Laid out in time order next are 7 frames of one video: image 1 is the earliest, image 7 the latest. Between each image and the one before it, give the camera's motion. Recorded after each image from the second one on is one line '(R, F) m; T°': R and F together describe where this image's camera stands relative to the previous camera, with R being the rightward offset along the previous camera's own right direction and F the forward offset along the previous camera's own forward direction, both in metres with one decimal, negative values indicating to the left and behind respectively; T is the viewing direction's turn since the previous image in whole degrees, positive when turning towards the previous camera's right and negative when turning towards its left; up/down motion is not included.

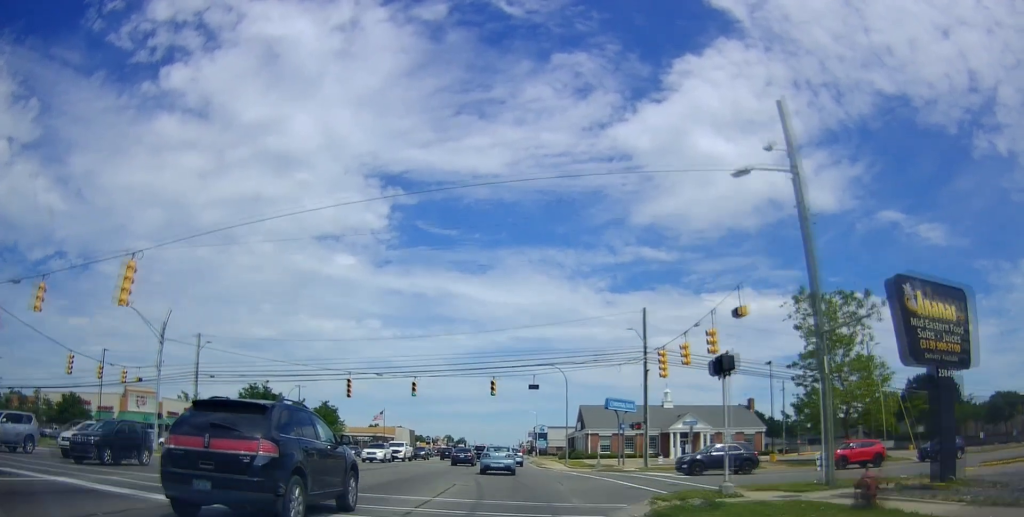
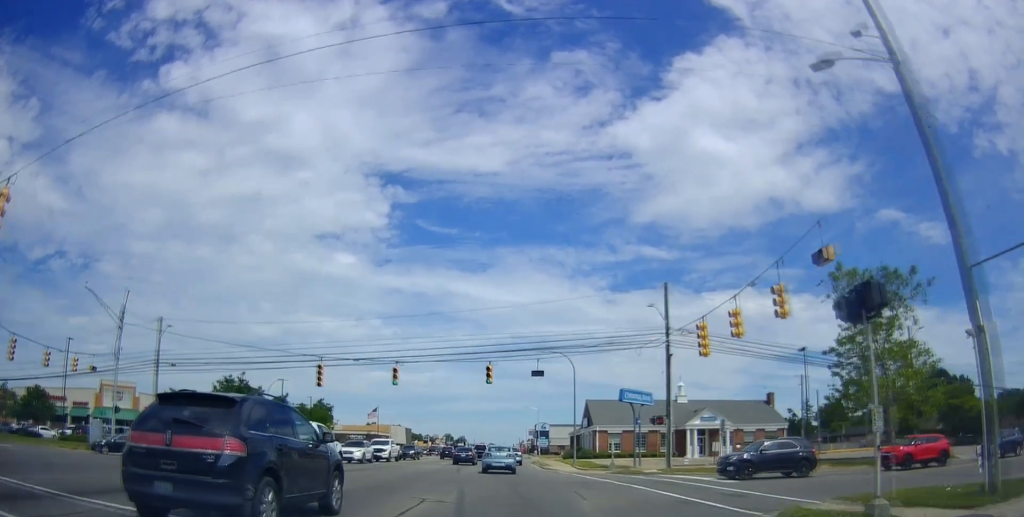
(0.0, +6.3) m; -1°
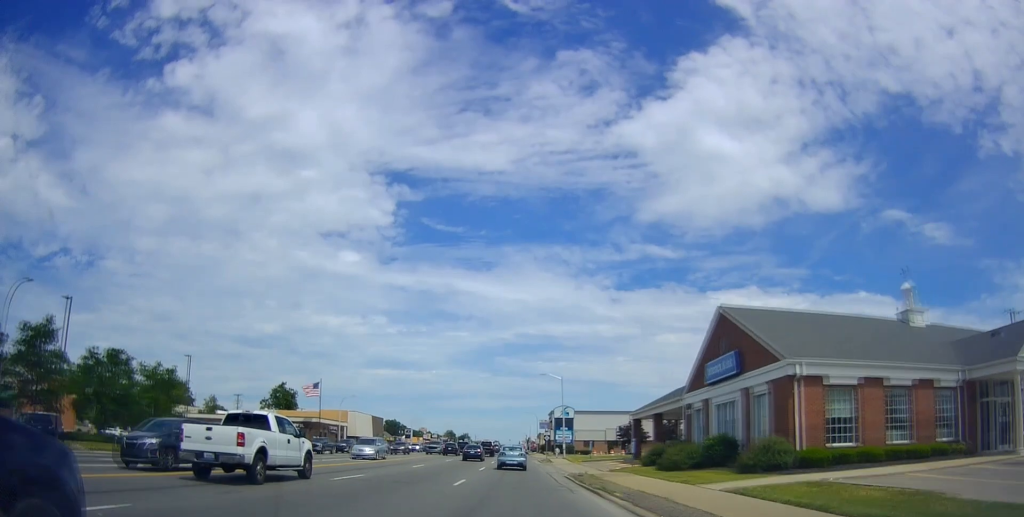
(-1.2, +44.1) m; -1°
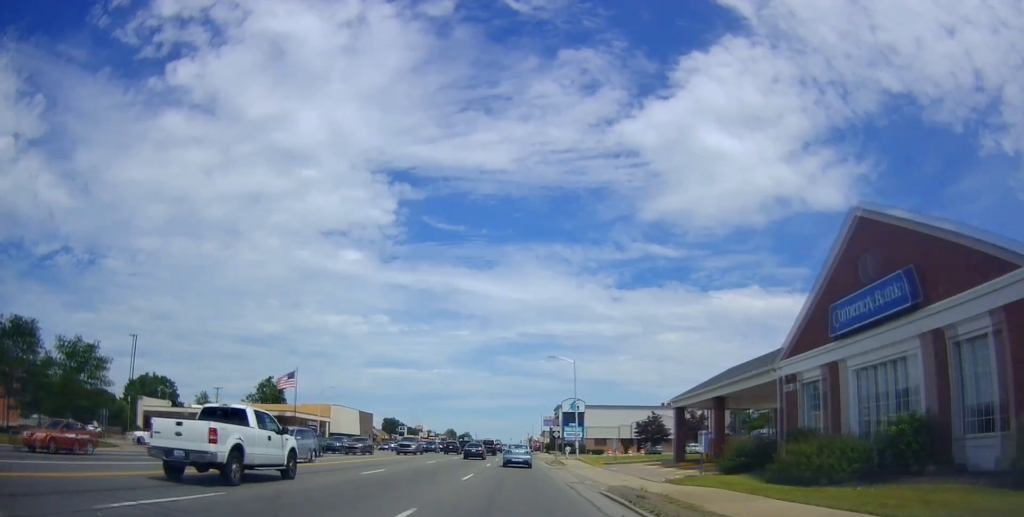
(+0.2, +11.9) m; +1°
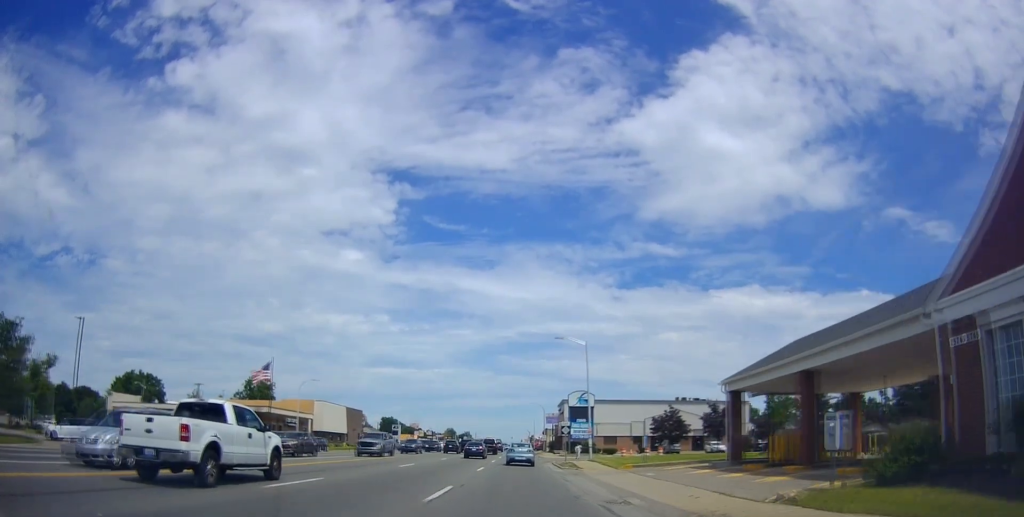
(+0.1, +9.1) m; 0°
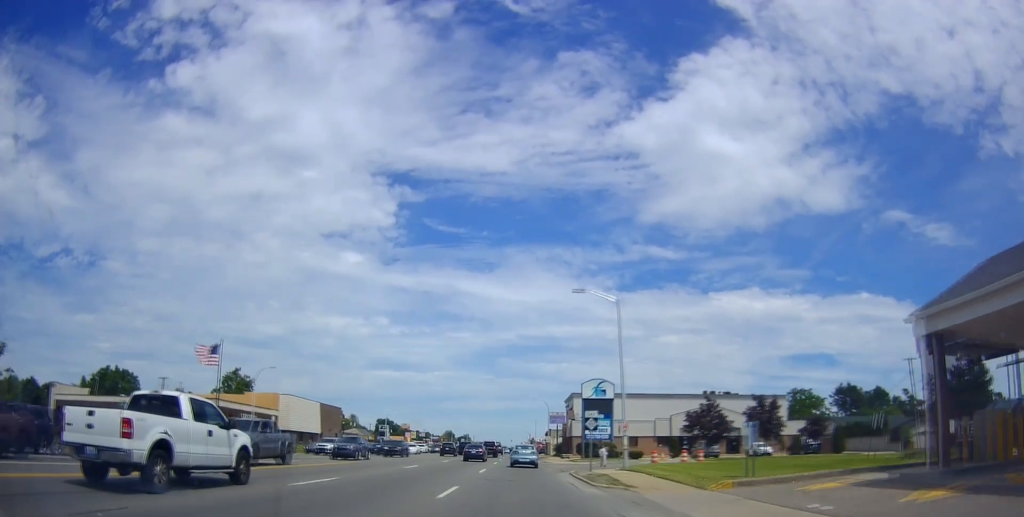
(0.0, +14.4) m; -2°
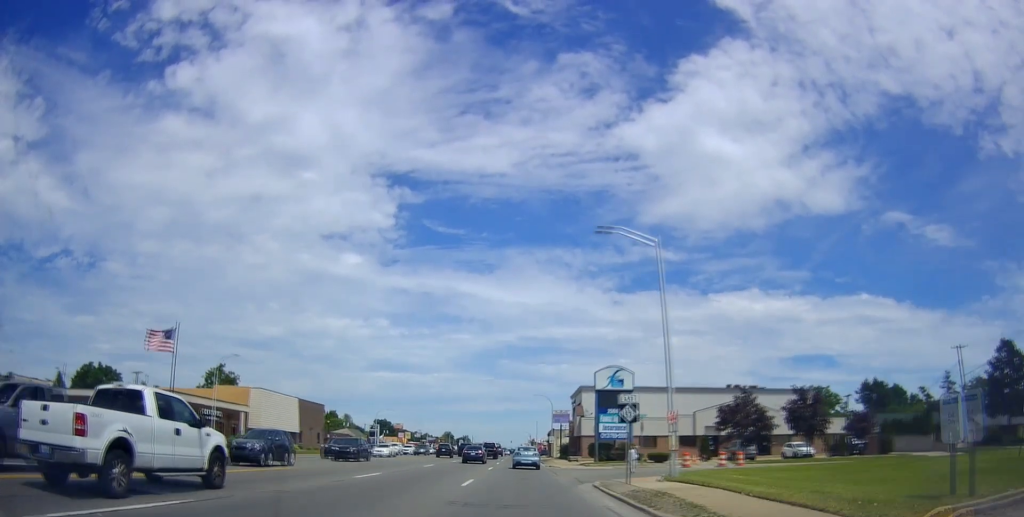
(-0.3, +9.4) m; -1°
